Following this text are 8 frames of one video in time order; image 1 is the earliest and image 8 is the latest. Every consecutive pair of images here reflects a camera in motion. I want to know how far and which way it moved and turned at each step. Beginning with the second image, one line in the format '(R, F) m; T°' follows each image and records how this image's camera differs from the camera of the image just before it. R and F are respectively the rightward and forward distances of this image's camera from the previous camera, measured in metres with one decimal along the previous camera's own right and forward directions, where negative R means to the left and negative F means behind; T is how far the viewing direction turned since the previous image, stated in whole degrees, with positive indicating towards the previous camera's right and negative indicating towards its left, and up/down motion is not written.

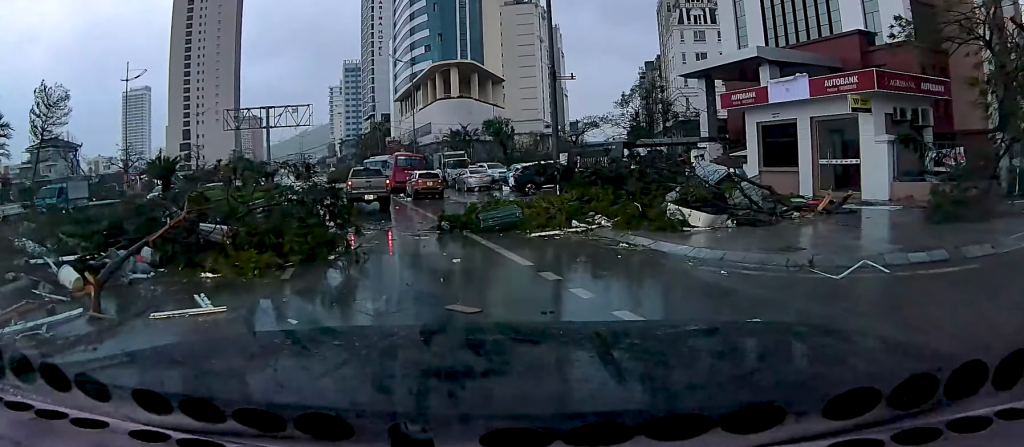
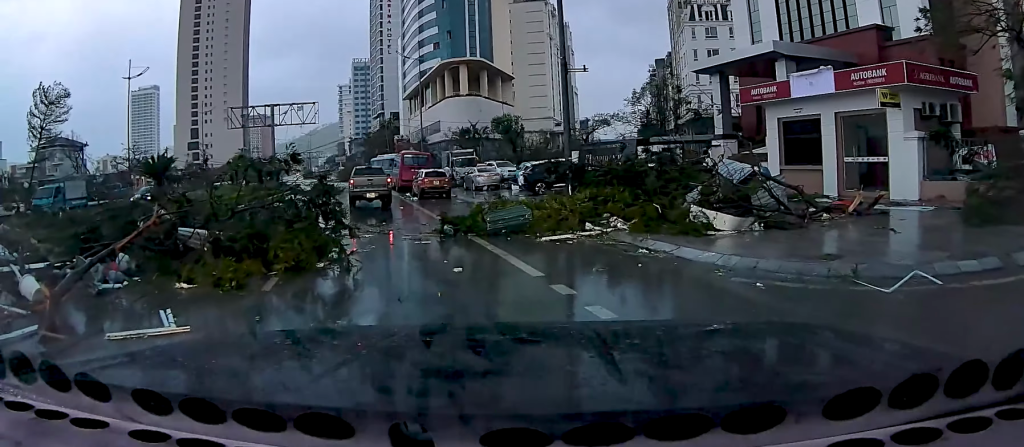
(+0.3, +1.1) m; -1°
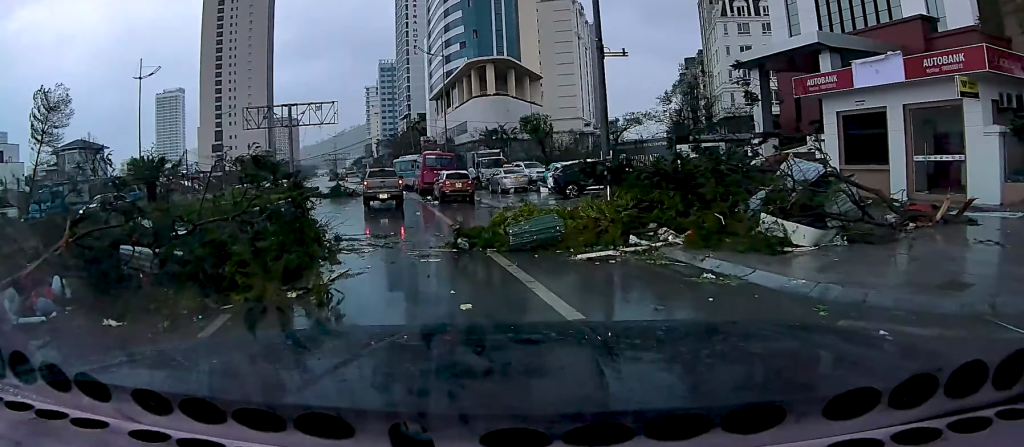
(-0.4, +2.5) m; -13°
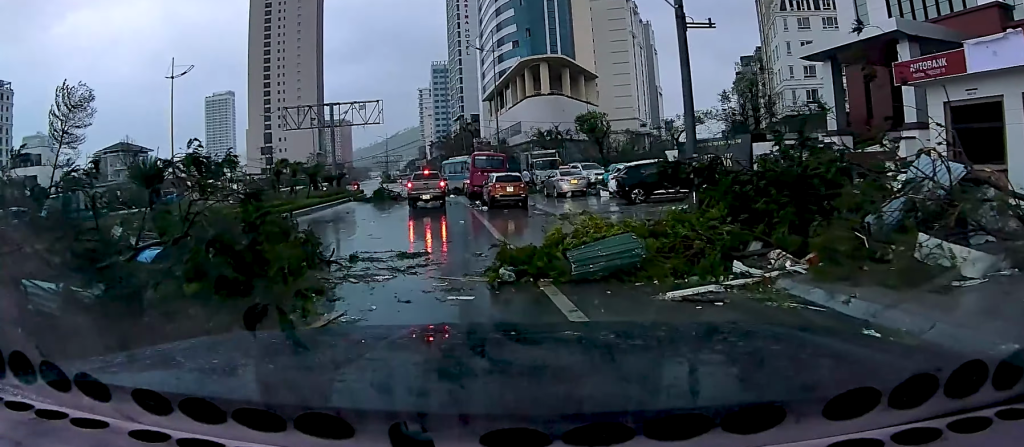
(-0.3, +3.0) m; -5°
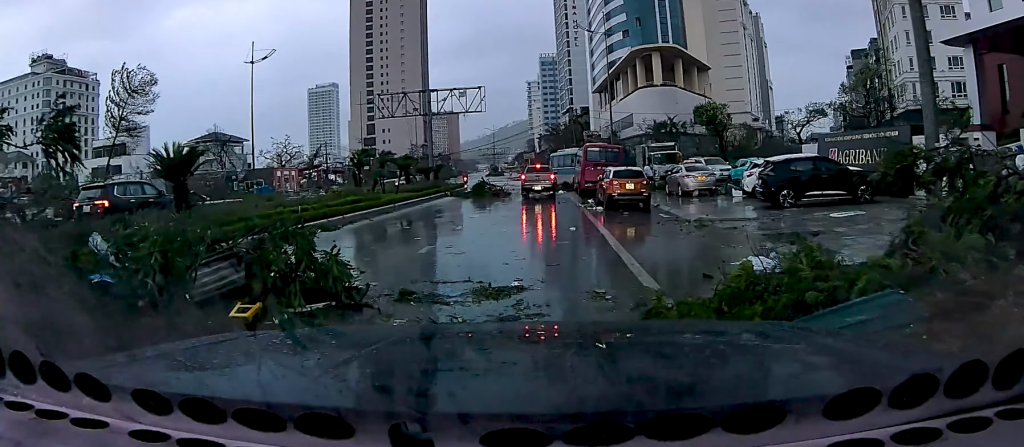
(-0.1, +4.4) m; -9°
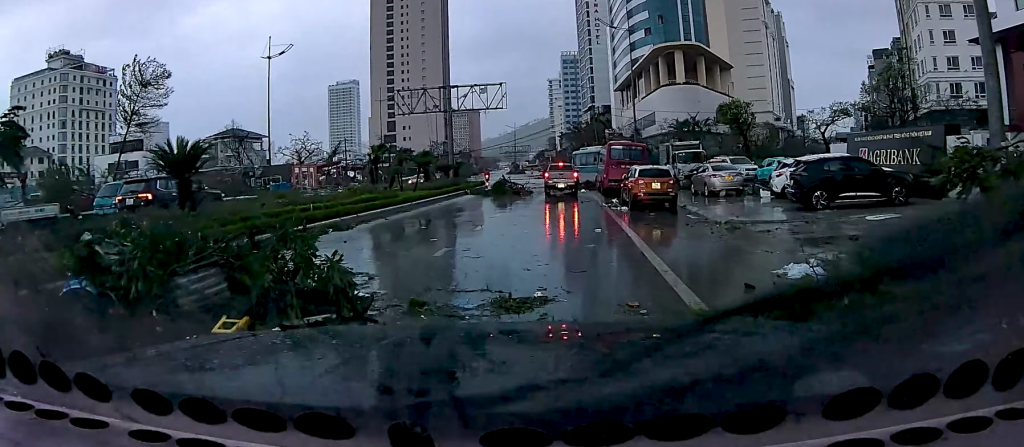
(0.0, +0.8) m; -3°
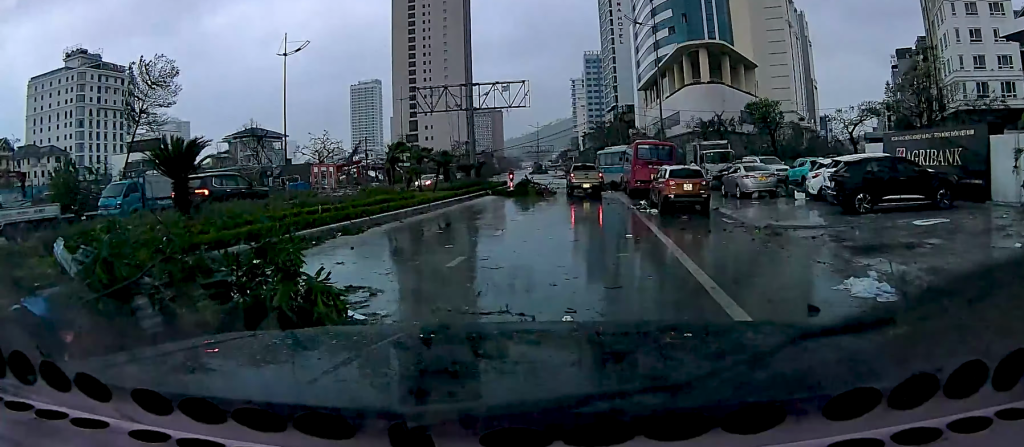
(0.0, +1.2) m; -1°
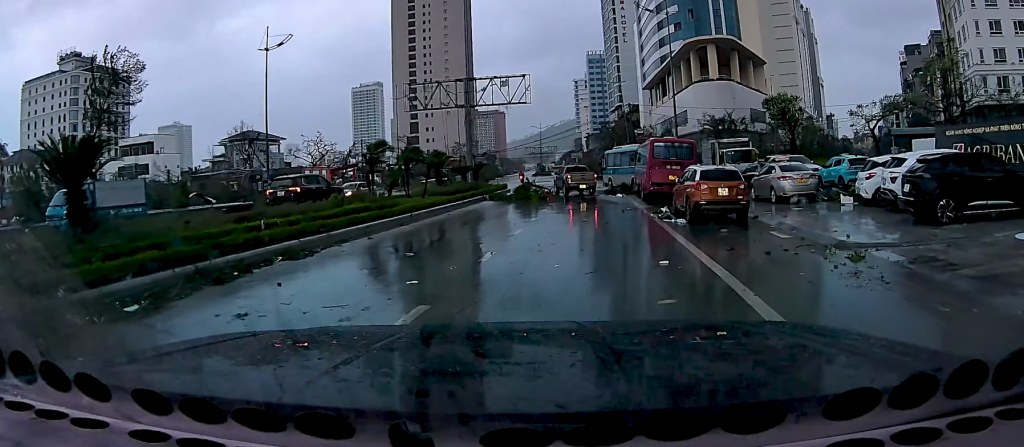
(+0.1, +3.6) m; +6°
